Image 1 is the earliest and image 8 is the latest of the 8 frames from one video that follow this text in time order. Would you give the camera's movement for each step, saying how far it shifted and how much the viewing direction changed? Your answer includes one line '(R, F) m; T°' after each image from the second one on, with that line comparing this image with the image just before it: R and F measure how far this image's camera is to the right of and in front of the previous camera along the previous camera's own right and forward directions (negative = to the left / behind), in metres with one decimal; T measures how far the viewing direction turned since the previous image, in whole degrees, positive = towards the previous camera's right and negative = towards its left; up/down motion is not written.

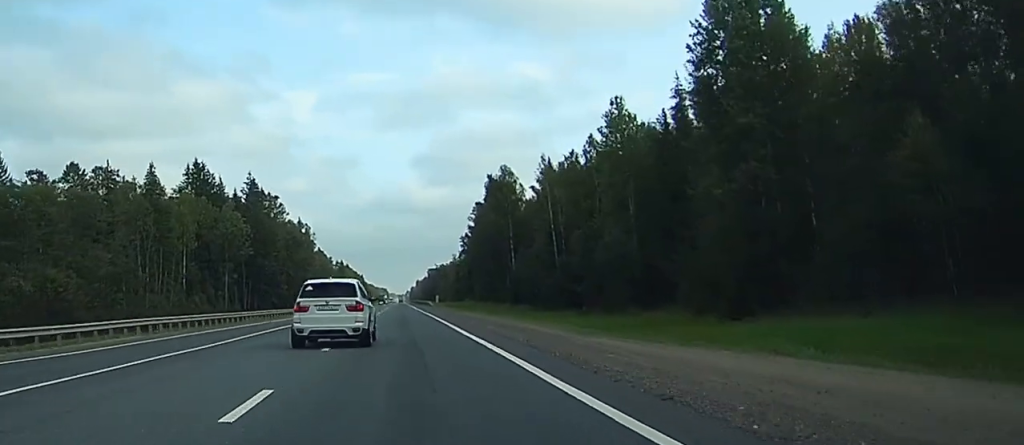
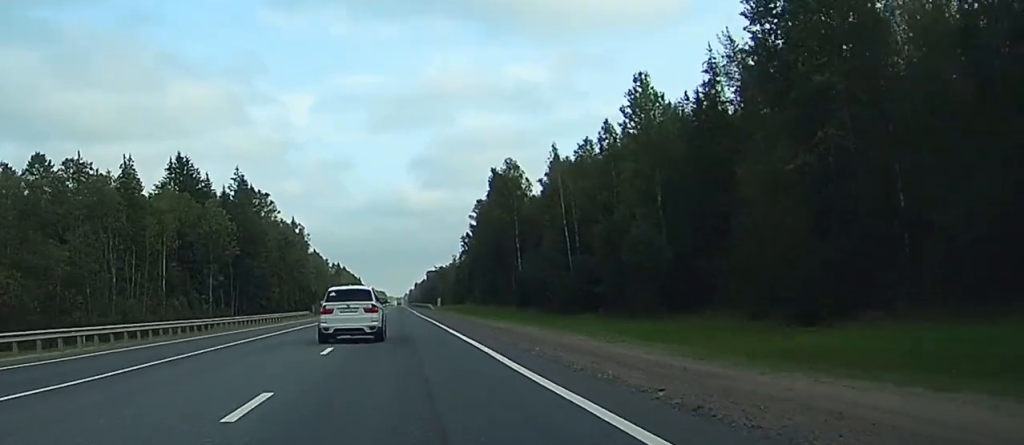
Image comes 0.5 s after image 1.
(0.0, +11.4) m; 0°
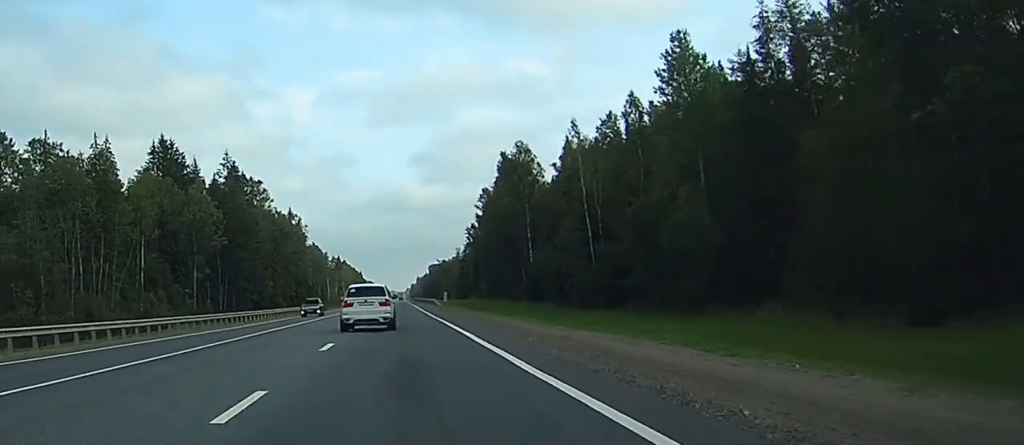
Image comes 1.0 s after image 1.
(0.0, +12.2) m; 0°
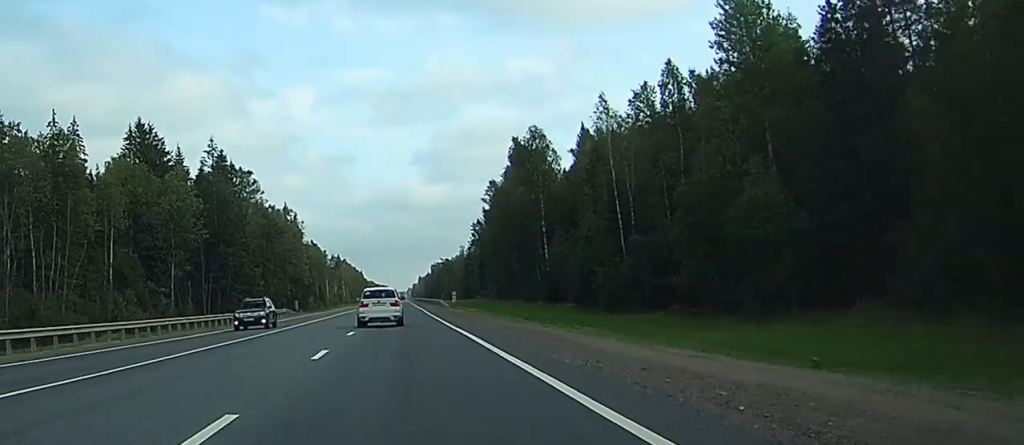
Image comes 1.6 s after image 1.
(0.0, +14.0) m; 0°
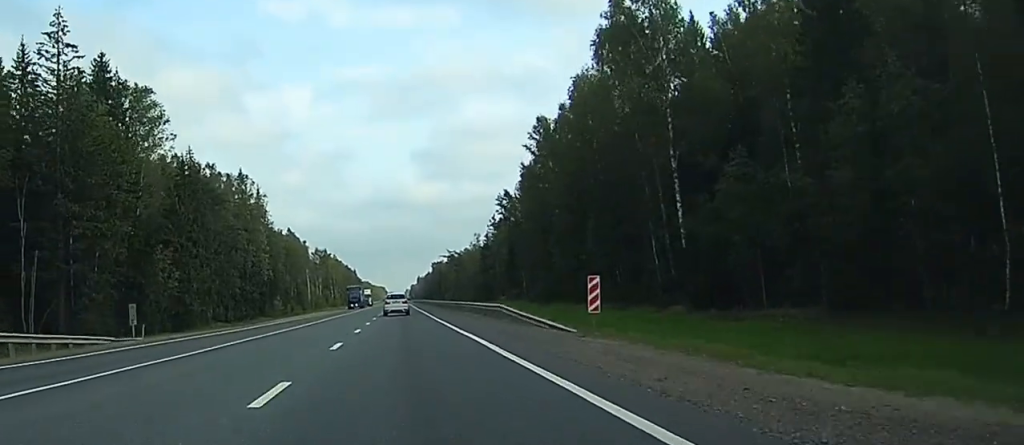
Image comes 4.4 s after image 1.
(+0.4, +66.9) m; +1°
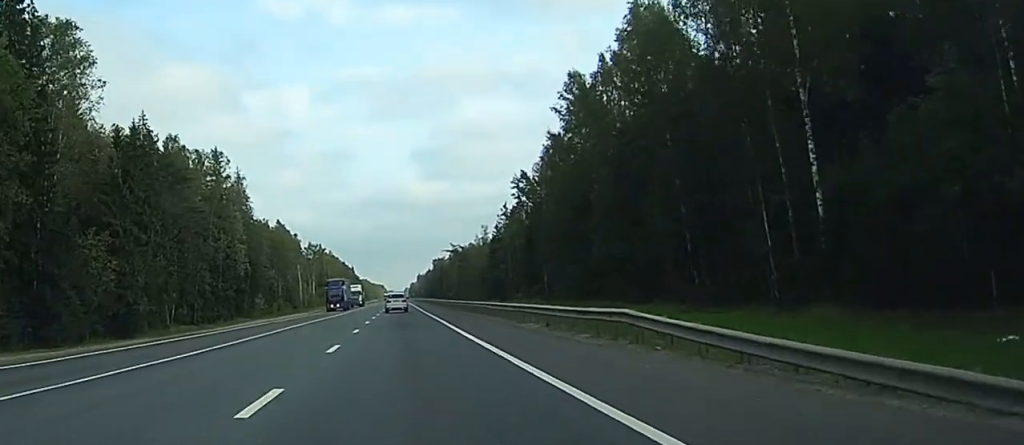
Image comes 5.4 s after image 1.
(0.0, +24.1) m; 0°
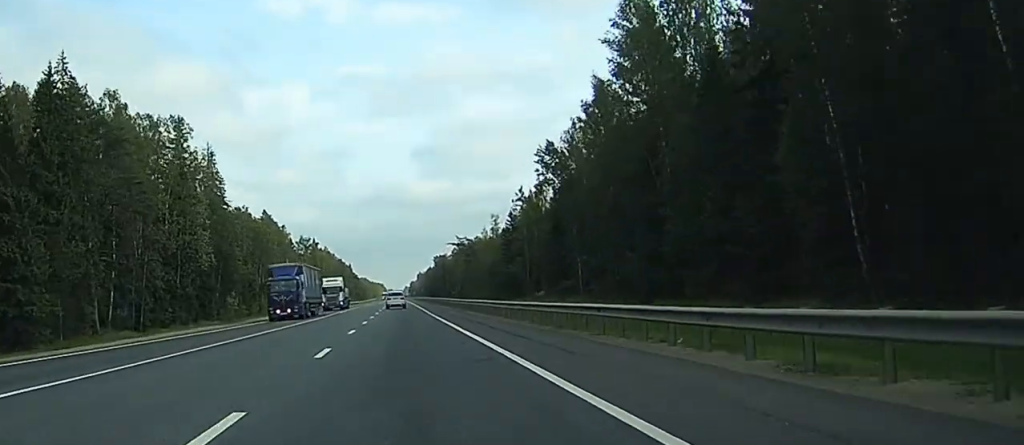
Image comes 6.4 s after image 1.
(+0.1, +26.0) m; 0°
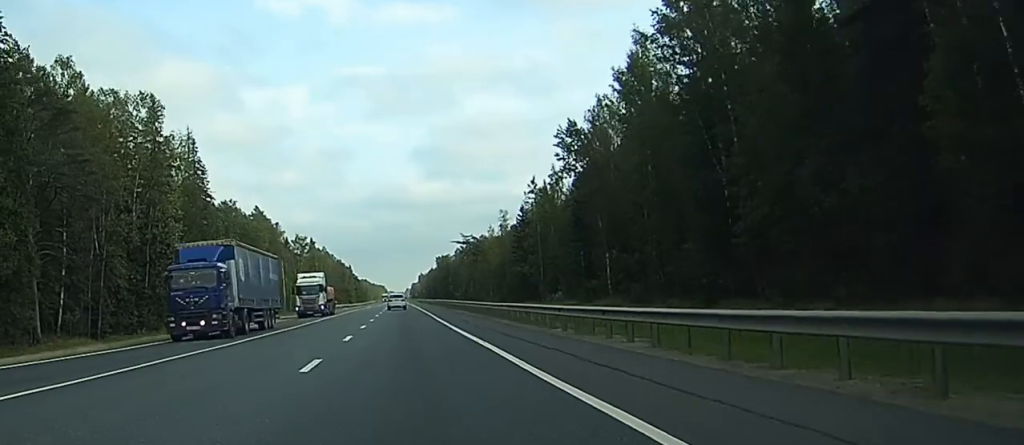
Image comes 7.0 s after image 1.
(+0.1, +14.3) m; 0°
